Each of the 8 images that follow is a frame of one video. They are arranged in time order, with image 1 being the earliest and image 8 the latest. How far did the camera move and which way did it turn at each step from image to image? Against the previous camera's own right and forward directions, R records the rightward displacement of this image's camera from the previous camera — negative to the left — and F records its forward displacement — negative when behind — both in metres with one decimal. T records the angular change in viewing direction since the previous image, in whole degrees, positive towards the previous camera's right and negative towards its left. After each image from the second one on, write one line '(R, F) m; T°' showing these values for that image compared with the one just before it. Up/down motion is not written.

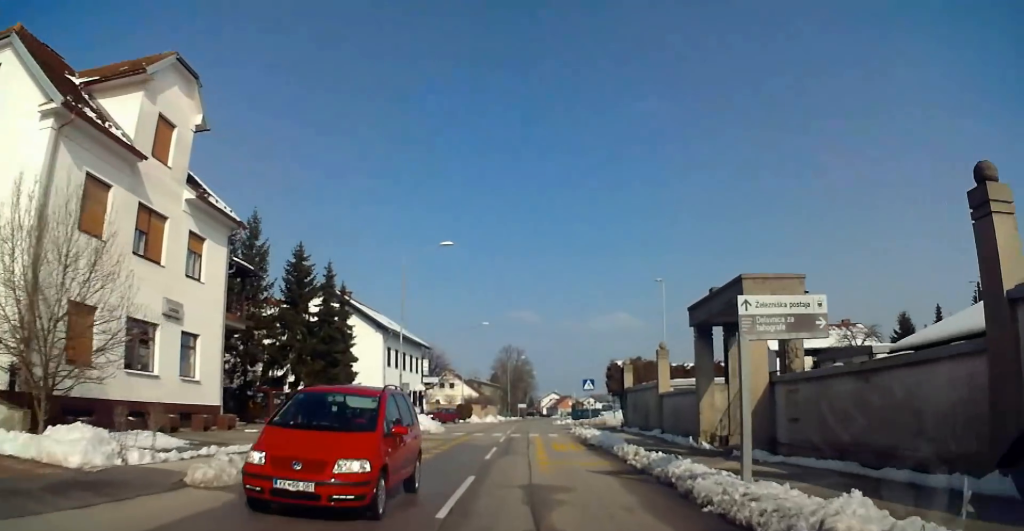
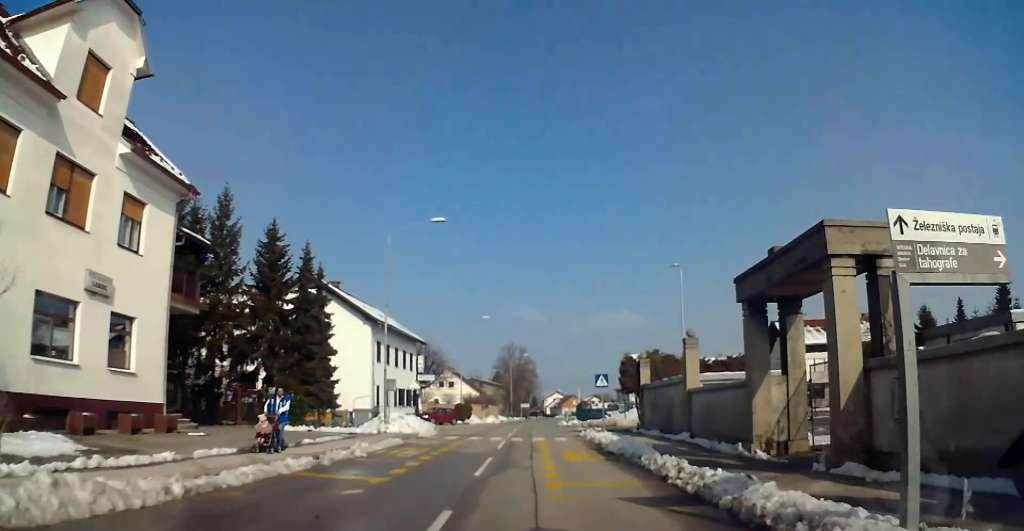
(0.0, +5.0) m; 0°
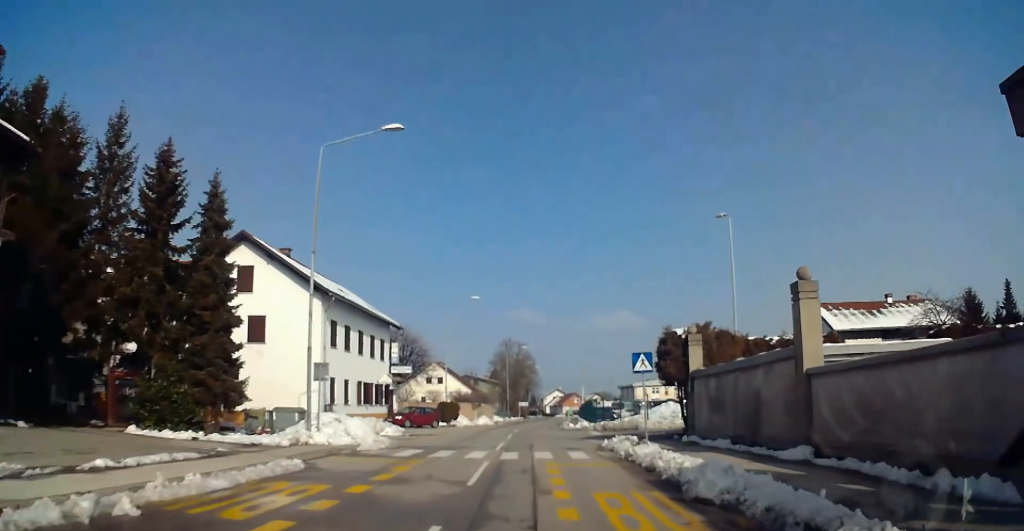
(0.0, +11.5) m; 0°
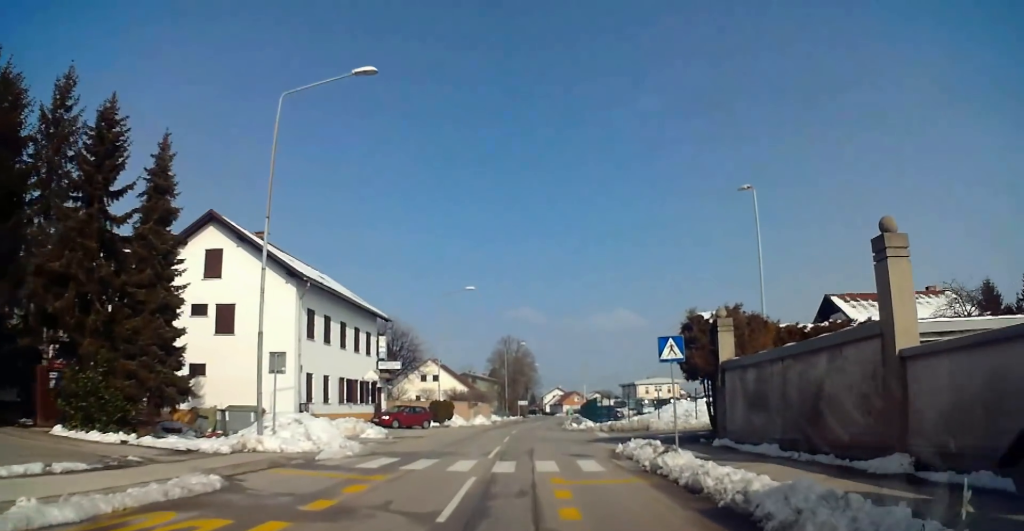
(0.0, +4.2) m; 0°
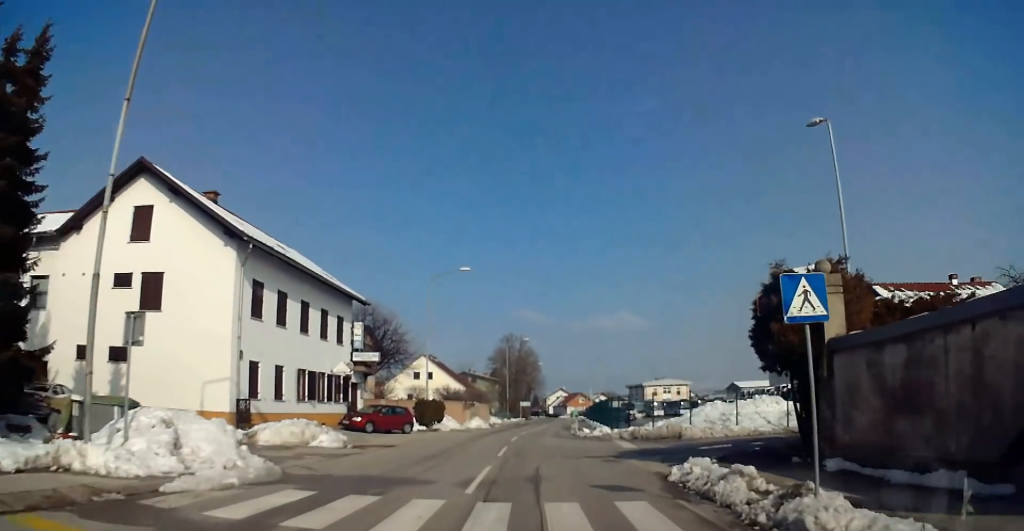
(0.0, +7.8) m; 0°
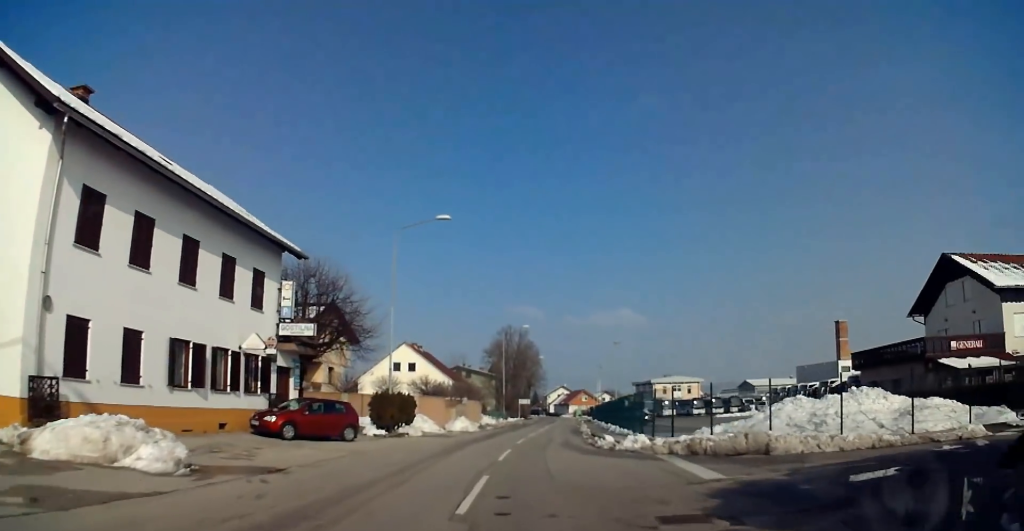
(0.0, +12.1) m; 0°
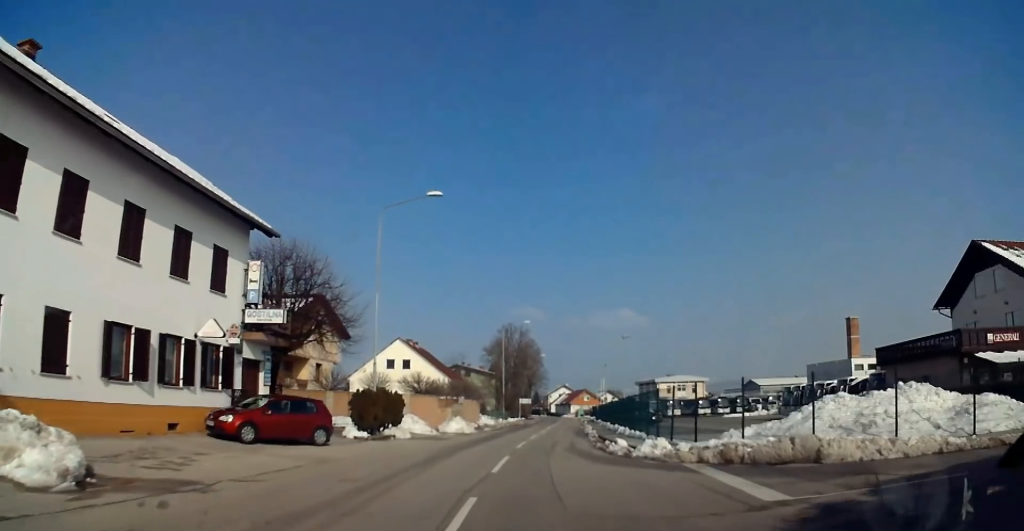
(0.0, +3.6) m; 0°
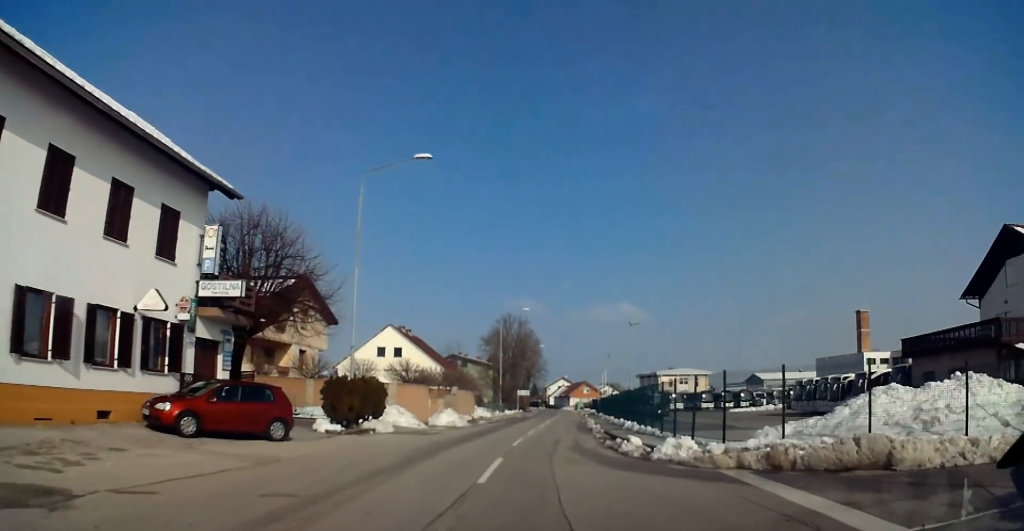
(0.0, +3.7) m; 0°
